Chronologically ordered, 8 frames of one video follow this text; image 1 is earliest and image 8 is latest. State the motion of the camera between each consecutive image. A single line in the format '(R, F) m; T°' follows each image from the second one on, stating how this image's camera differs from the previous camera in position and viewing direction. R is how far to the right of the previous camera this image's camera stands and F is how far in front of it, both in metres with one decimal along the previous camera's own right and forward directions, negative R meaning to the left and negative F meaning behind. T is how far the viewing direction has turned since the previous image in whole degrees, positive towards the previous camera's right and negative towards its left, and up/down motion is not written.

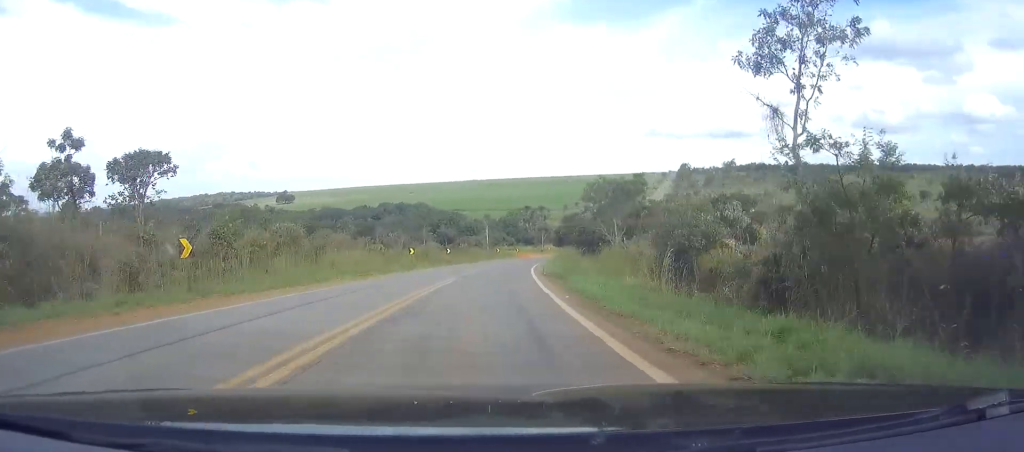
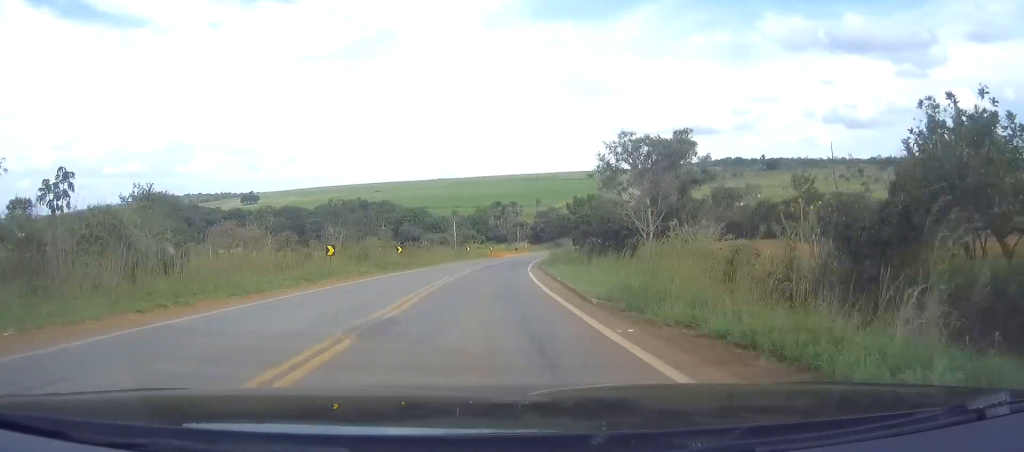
(+0.5, +22.9) m; +2°
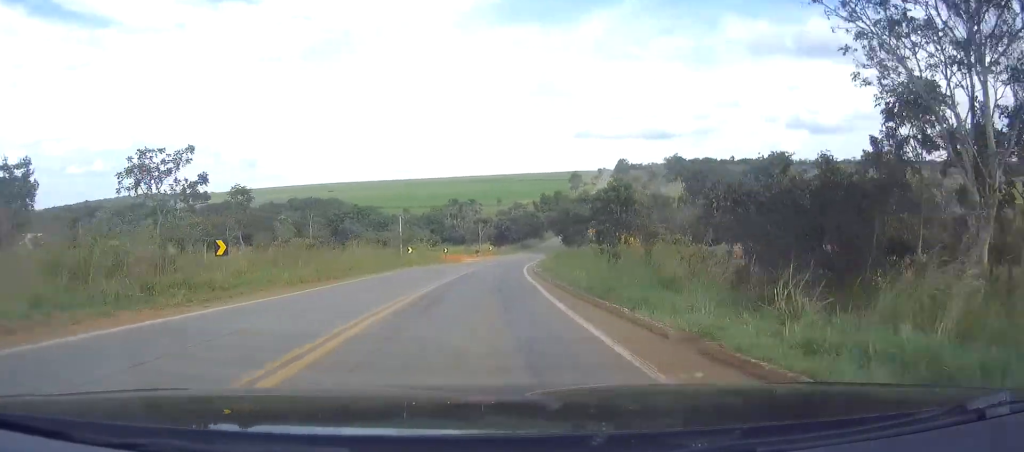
(+1.0, +33.0) m; +3°
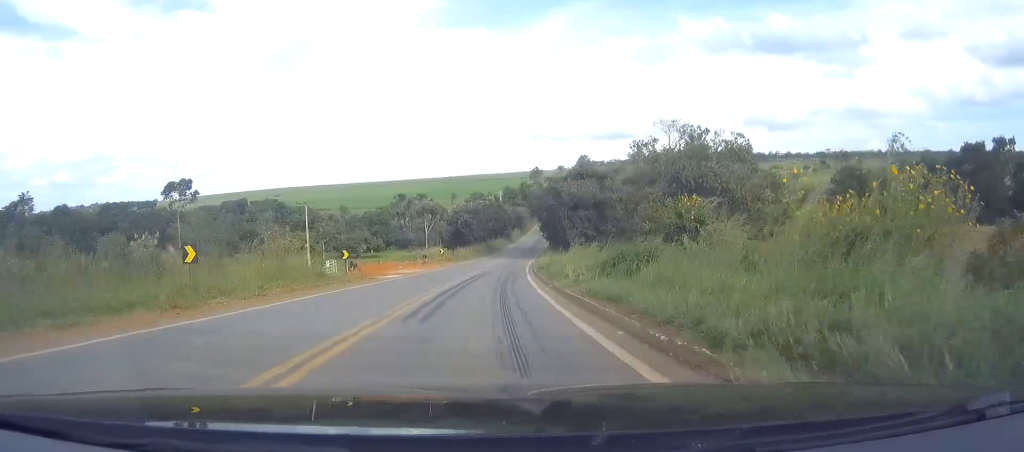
(+1.7, +41.8) m; +5°
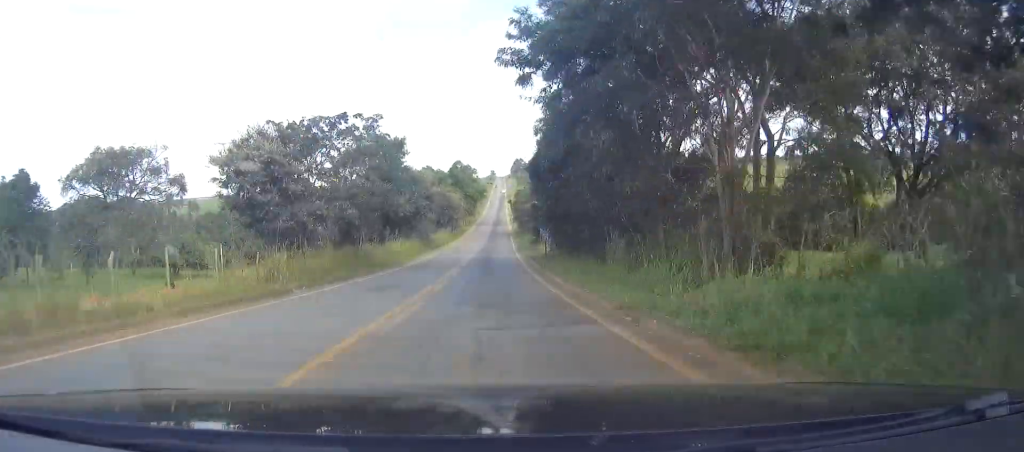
(+4.7, +79.2) m; +8°
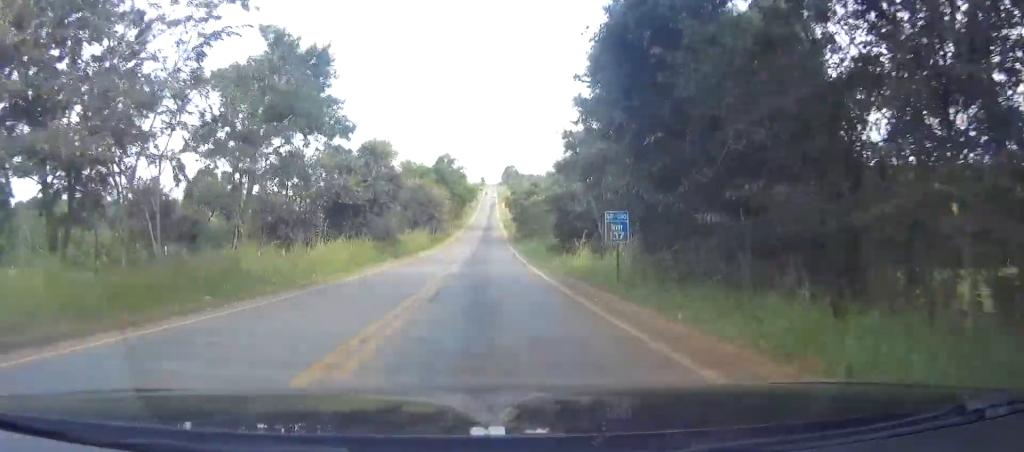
(-0.7, +21.6) m; +6°
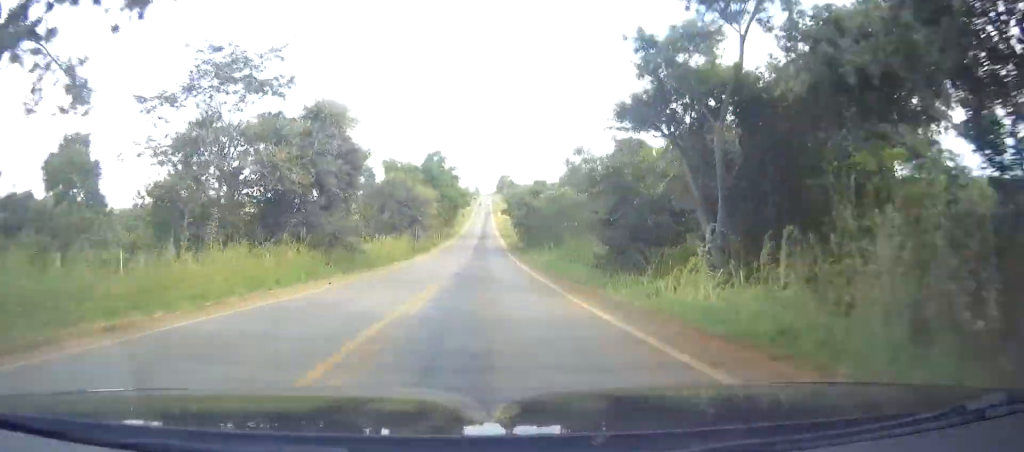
(+1.9, +14.0) m; +4°
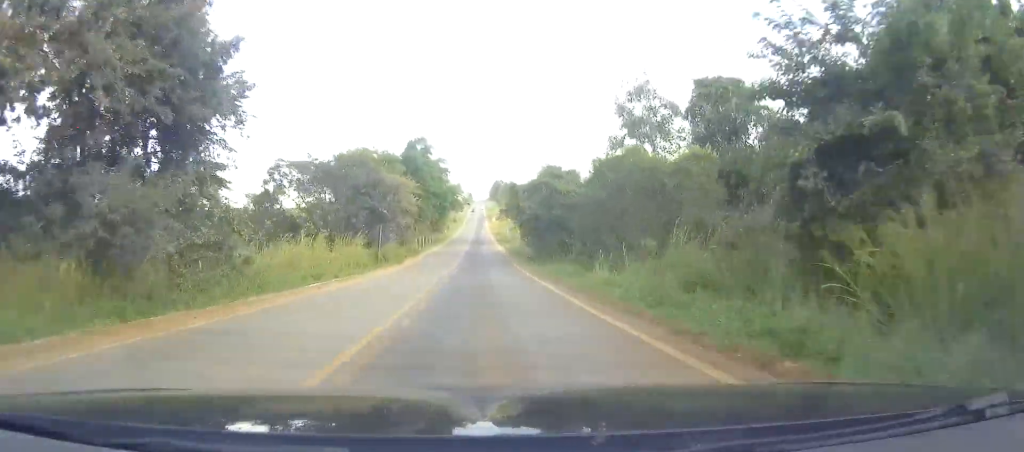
(+1.2, +18.2) m; +5°
